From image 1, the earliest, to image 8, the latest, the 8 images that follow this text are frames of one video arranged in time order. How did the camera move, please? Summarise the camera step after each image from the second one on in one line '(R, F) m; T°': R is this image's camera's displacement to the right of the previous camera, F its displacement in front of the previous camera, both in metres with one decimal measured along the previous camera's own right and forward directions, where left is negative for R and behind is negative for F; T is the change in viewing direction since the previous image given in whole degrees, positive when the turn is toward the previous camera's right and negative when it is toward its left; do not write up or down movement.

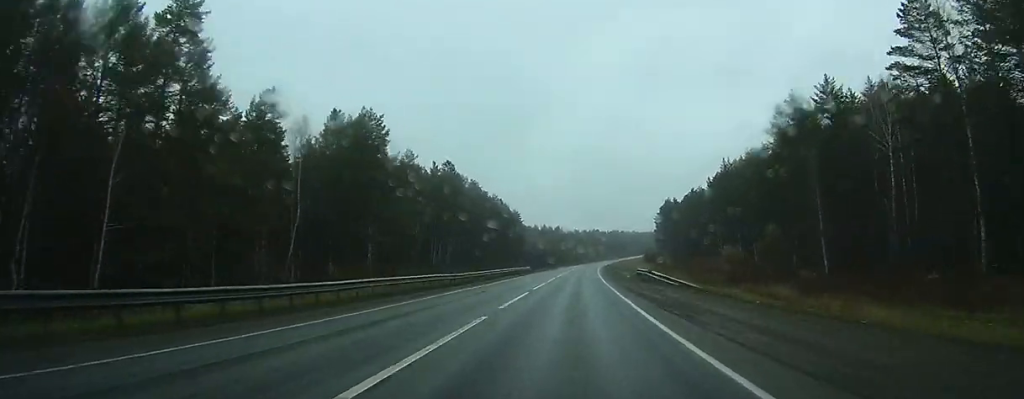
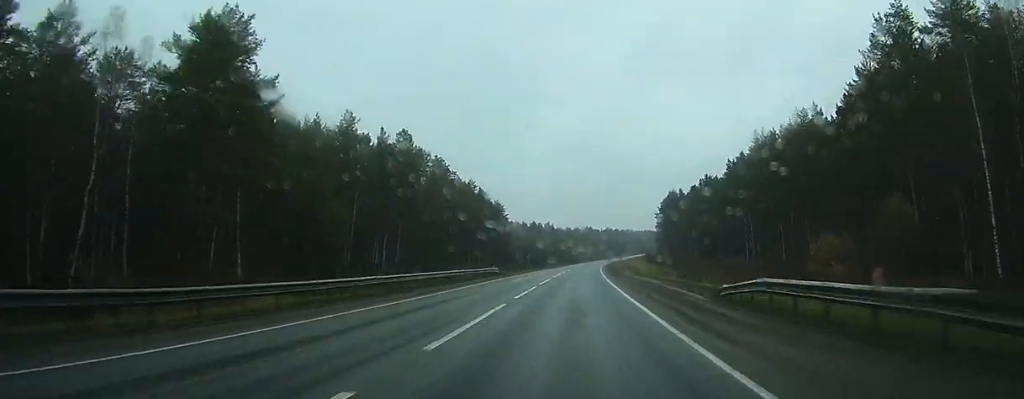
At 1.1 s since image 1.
(+0.4, +32.9) m; +1°
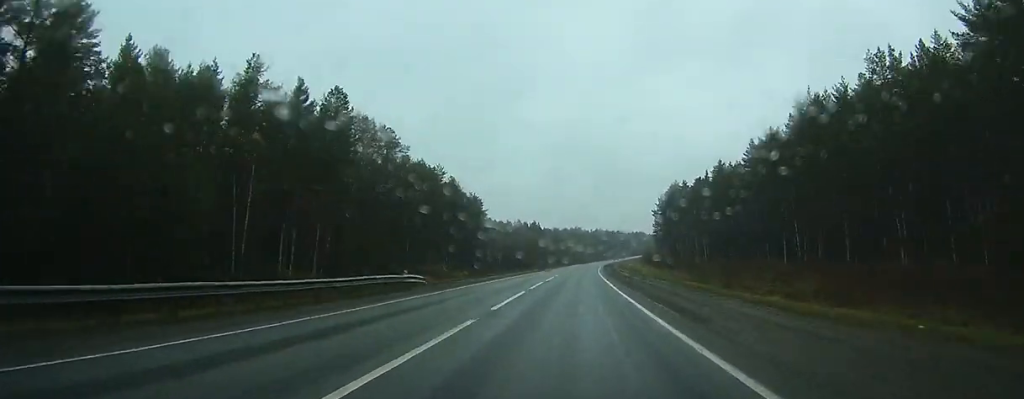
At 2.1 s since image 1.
(+0.2, +29.0) m; +1°
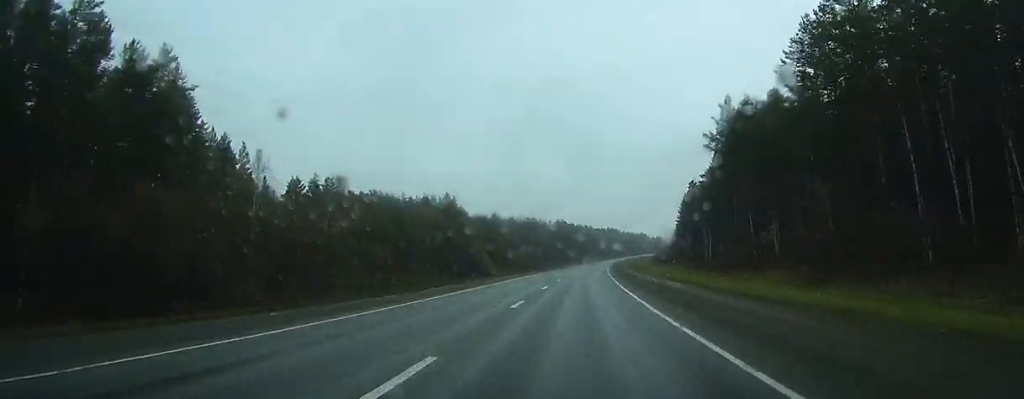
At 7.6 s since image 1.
(+6.2, +156.6) m; +4°
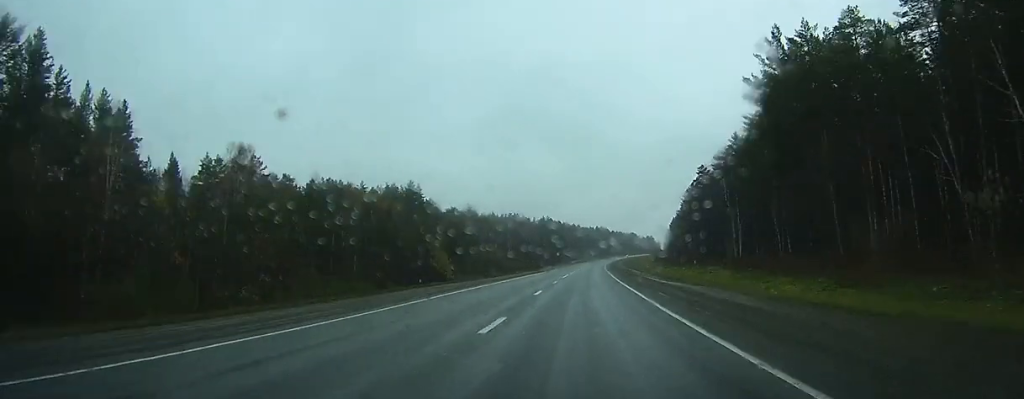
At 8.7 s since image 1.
(+0.4, +30.2) m; +1°
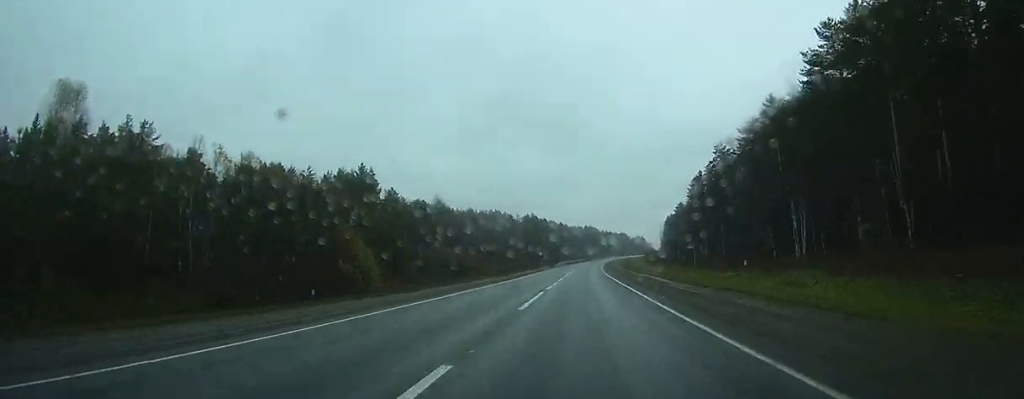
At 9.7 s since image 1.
(+0.1, +30.2) m; +1°
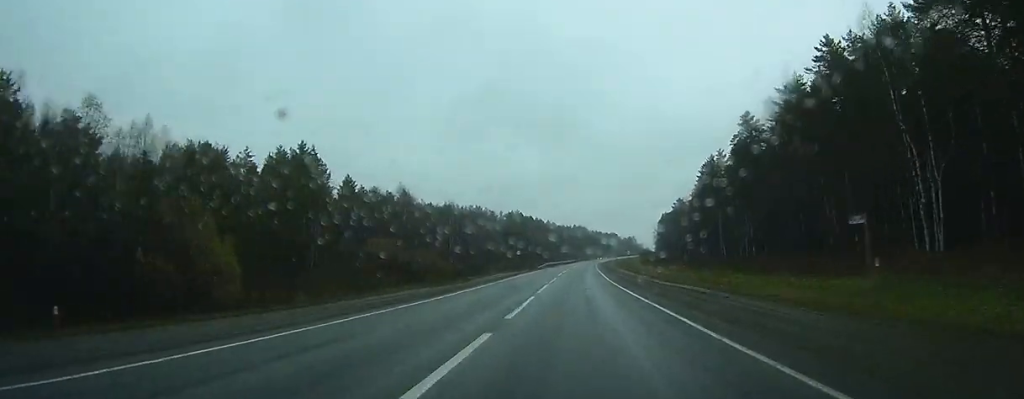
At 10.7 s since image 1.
(+0.4, +26.3) m; +1°
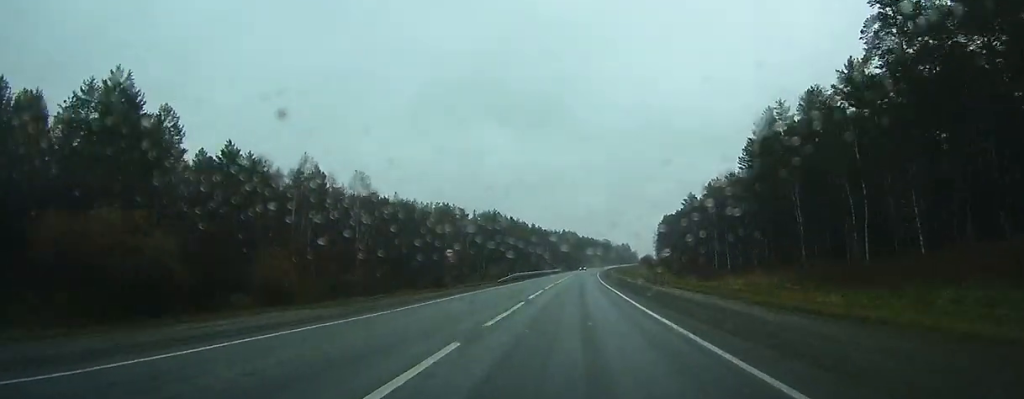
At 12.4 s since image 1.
(+0.5, +48.8) m; +1°
